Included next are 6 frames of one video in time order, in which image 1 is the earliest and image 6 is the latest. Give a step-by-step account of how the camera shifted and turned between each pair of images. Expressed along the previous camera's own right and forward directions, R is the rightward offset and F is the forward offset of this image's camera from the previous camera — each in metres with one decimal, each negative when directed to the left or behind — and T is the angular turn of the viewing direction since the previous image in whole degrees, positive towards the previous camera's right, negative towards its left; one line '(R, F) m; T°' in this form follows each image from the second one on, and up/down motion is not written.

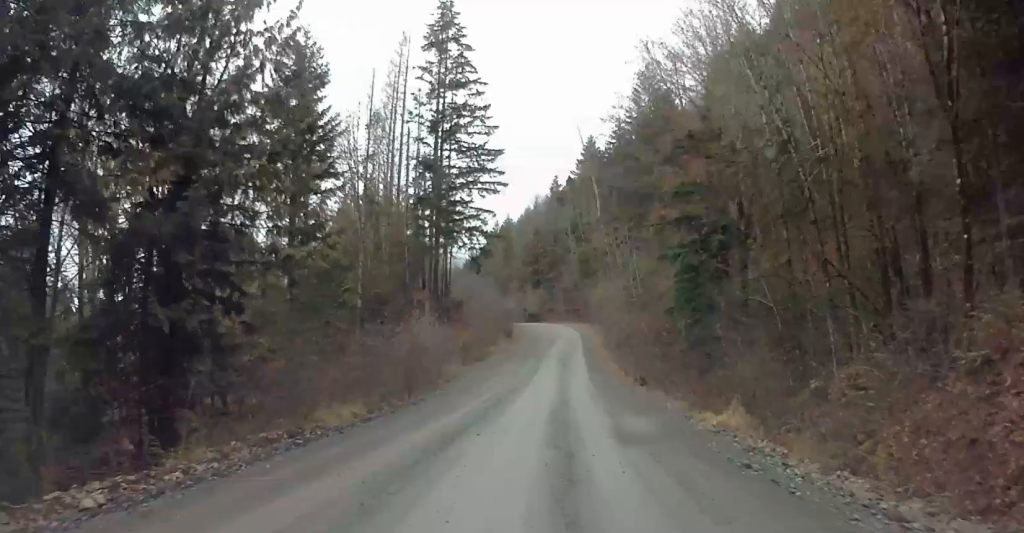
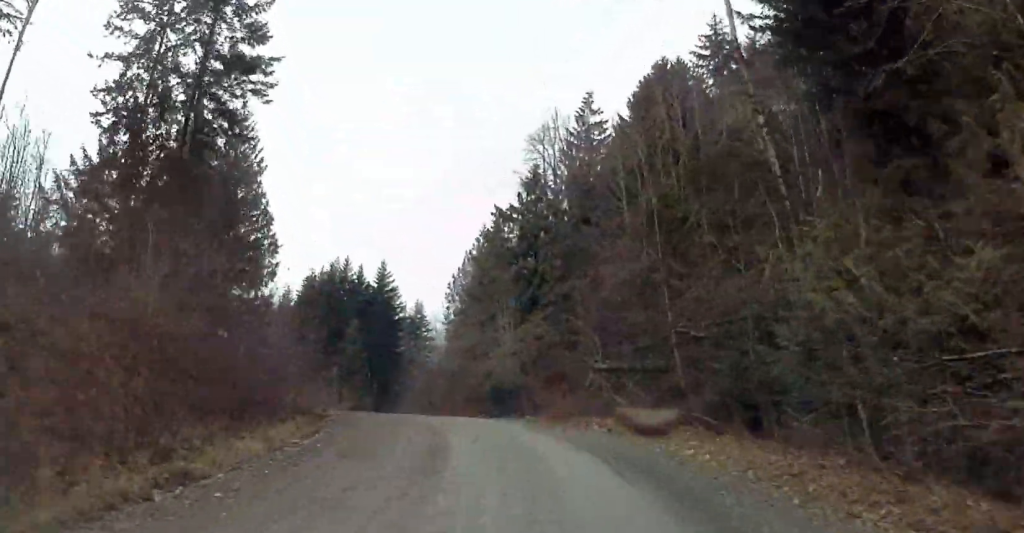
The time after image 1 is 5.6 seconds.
(+6.7, +87.7) m; +1°
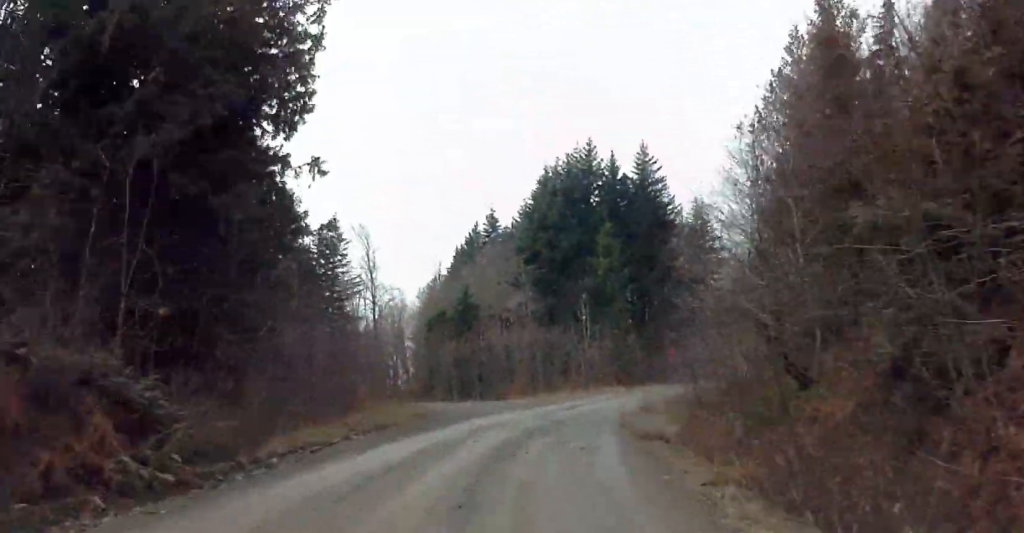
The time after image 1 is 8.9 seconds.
(-6.7, +50.2) m; -13°
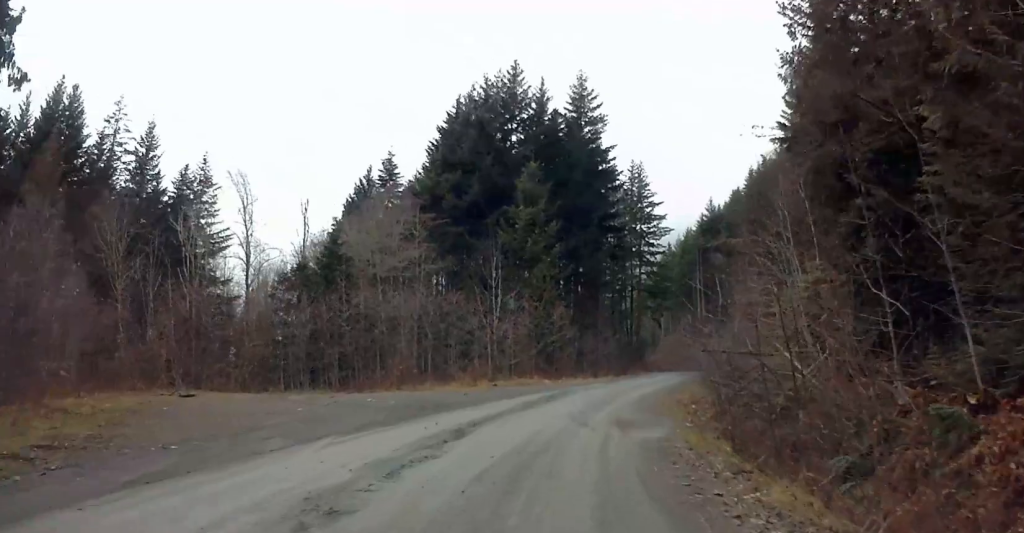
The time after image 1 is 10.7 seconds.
(-0.4, +26.6) m; -1°
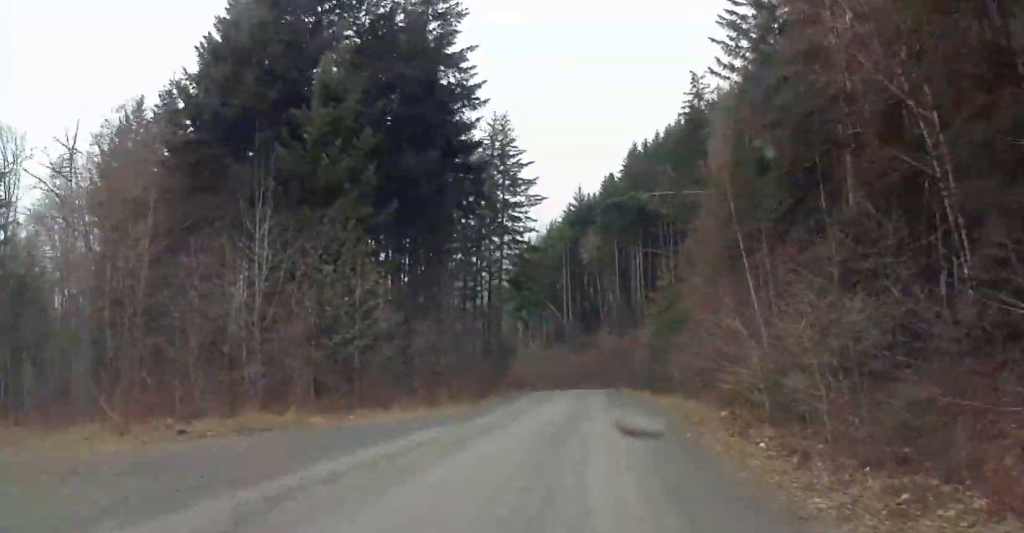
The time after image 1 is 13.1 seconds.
(0.0, +33.9) m; +2°
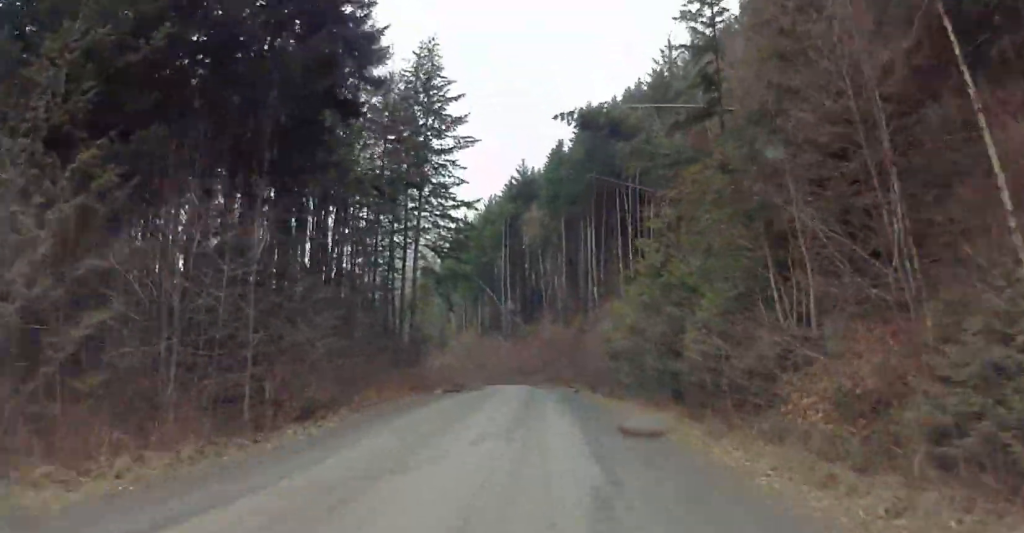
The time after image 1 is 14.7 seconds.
(+0.1, +22.6) m; +5°
